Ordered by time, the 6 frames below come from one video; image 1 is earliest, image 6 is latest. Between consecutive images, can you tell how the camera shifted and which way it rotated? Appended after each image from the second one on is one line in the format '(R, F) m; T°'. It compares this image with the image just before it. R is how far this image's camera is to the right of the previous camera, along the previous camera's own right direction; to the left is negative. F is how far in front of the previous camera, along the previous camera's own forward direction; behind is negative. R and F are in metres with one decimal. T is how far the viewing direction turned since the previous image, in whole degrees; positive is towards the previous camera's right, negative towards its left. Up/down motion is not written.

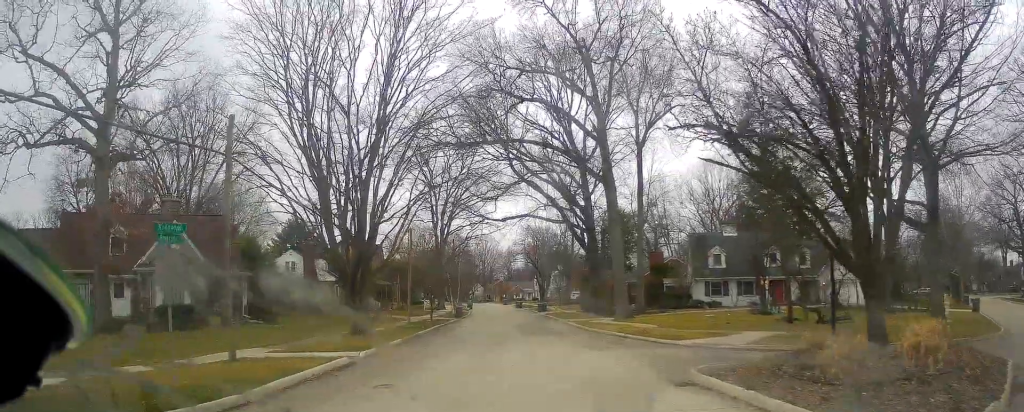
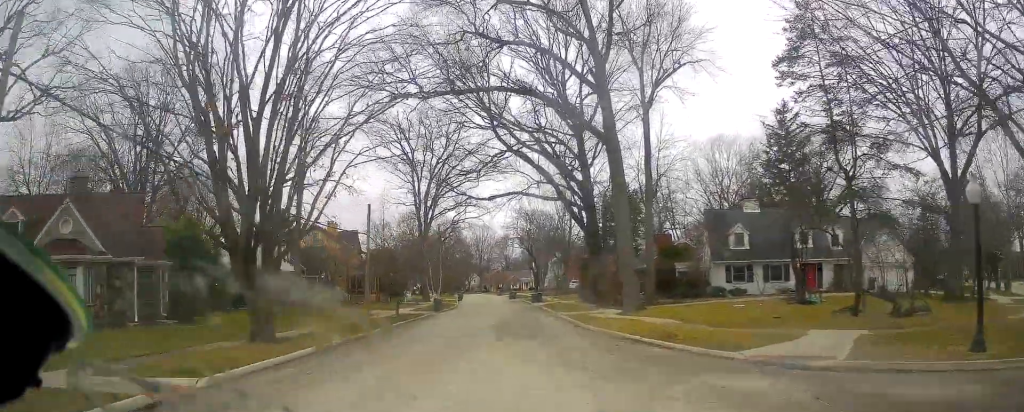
(-0.8, +7.8) m; -2°
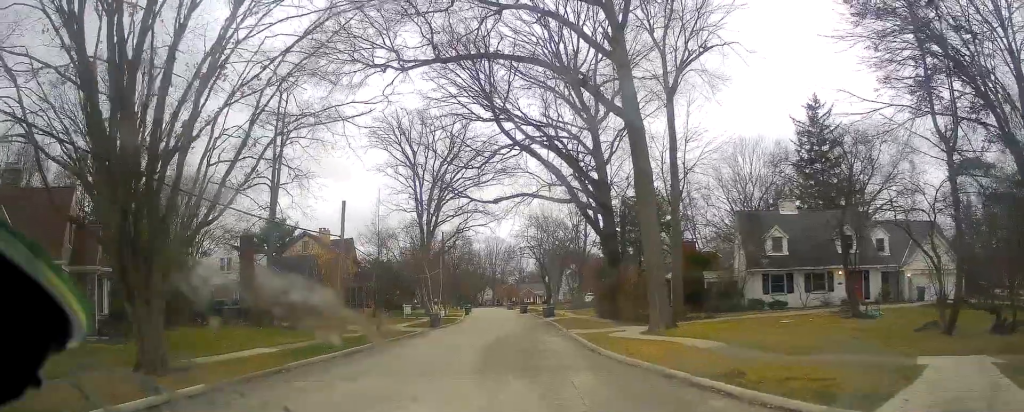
(+0.2, +6.0) m; -1°
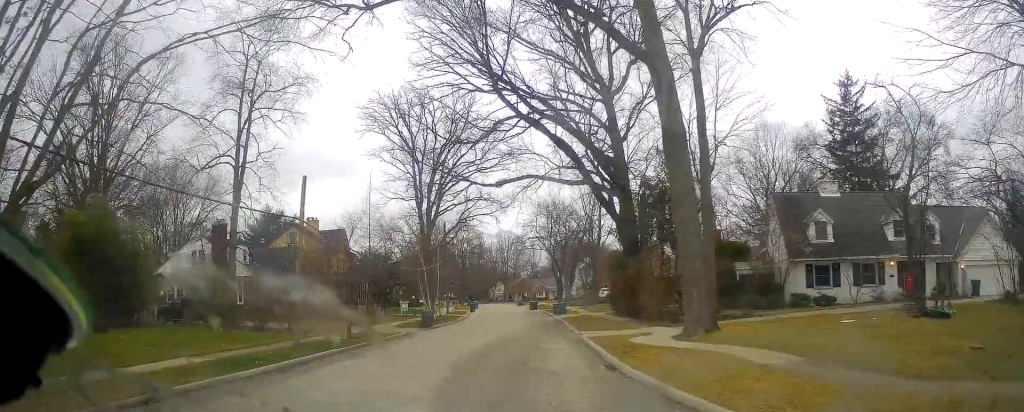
(-0.4, +6.4) m; -6°
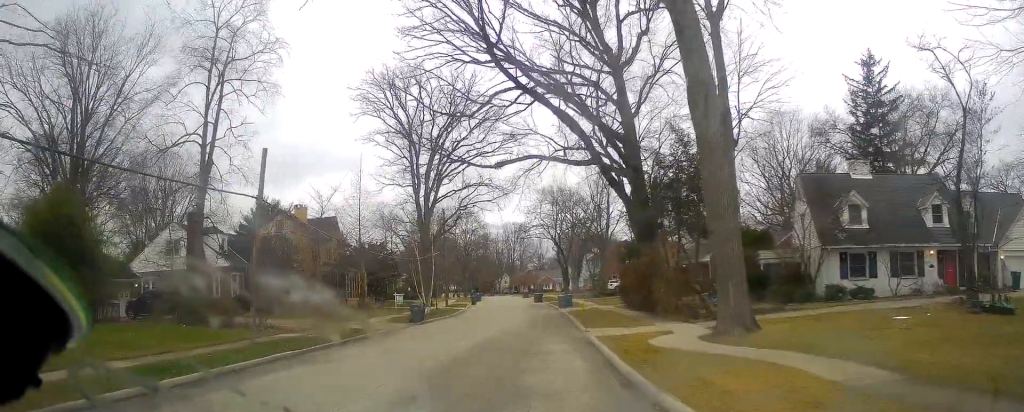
(-0.1, +4.4) m; +1°
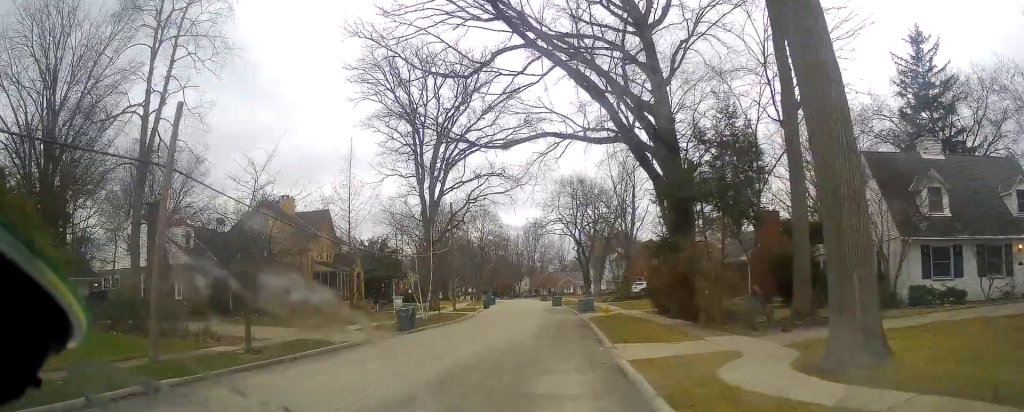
(+0.1, +7.0) m; -3°
